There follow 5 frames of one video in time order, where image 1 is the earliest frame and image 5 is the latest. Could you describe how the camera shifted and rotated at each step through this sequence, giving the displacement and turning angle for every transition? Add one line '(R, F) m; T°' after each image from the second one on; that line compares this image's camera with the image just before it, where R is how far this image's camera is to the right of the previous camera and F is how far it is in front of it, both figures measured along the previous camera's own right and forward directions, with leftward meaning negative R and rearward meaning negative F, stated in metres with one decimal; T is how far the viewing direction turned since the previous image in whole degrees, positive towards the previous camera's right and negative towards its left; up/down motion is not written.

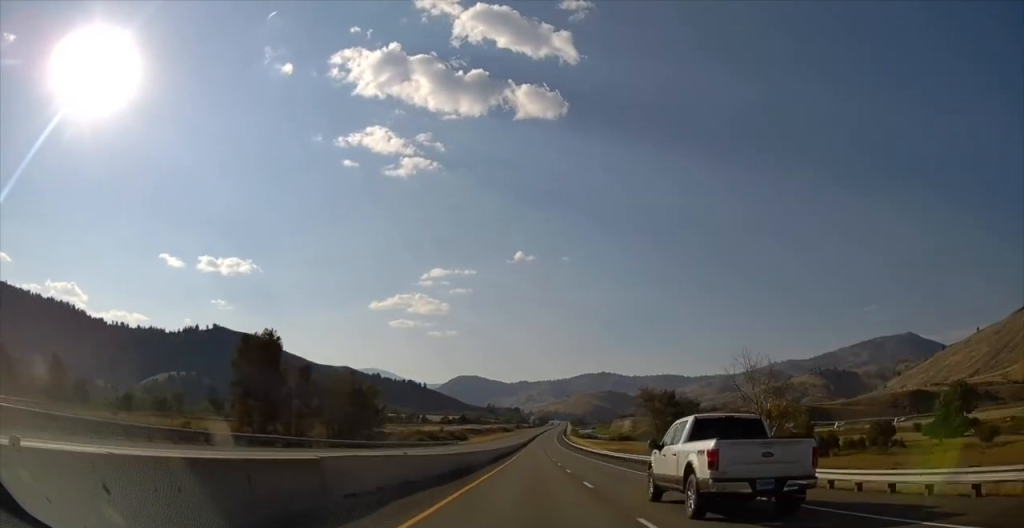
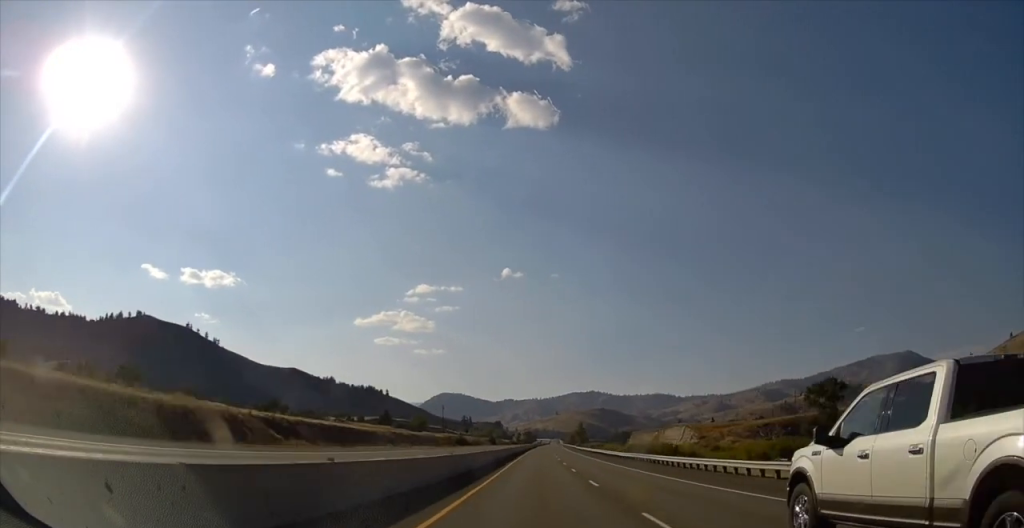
(+1.7, +195.2) m; +1°
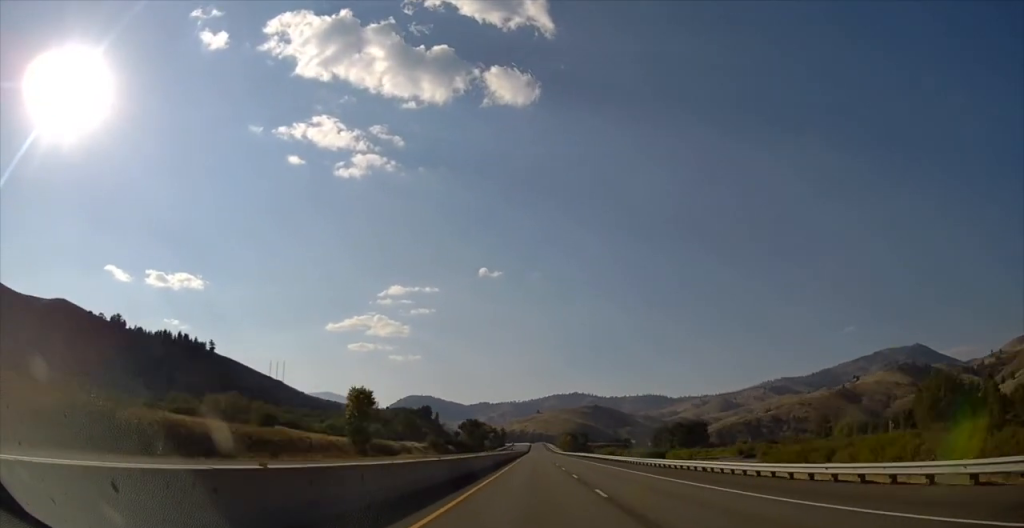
(+7.3, +453.0) m; +1°
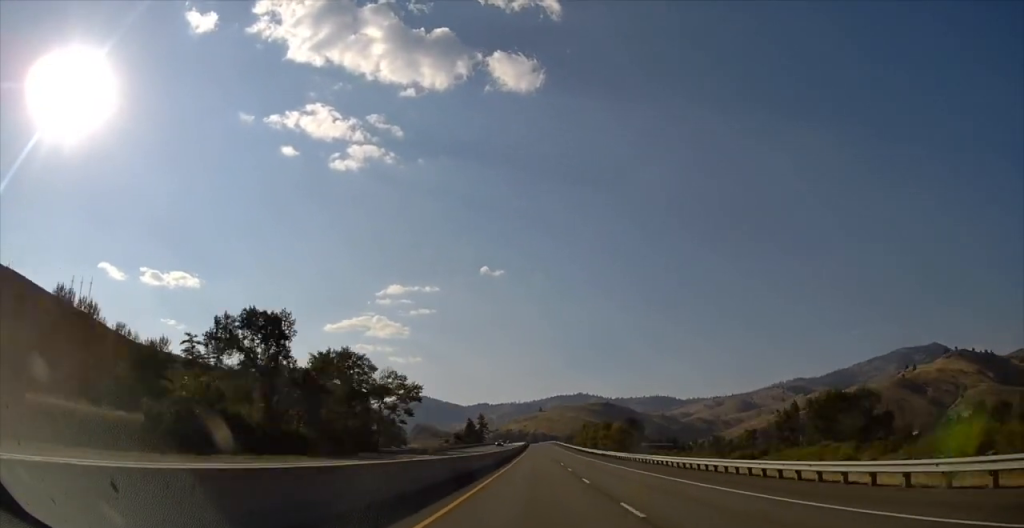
(0.0, +196.2) m; 0°
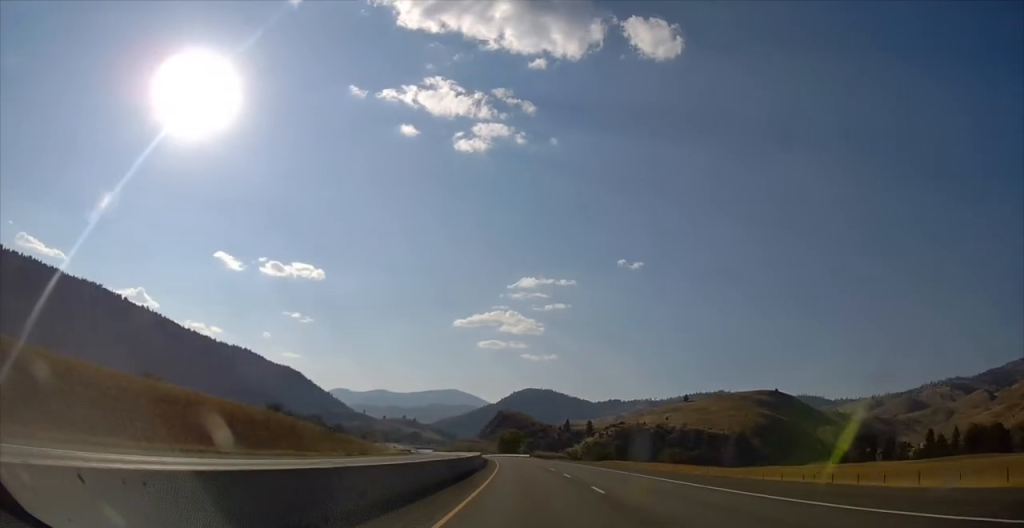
(-16.3, +345.8) m; -8°
